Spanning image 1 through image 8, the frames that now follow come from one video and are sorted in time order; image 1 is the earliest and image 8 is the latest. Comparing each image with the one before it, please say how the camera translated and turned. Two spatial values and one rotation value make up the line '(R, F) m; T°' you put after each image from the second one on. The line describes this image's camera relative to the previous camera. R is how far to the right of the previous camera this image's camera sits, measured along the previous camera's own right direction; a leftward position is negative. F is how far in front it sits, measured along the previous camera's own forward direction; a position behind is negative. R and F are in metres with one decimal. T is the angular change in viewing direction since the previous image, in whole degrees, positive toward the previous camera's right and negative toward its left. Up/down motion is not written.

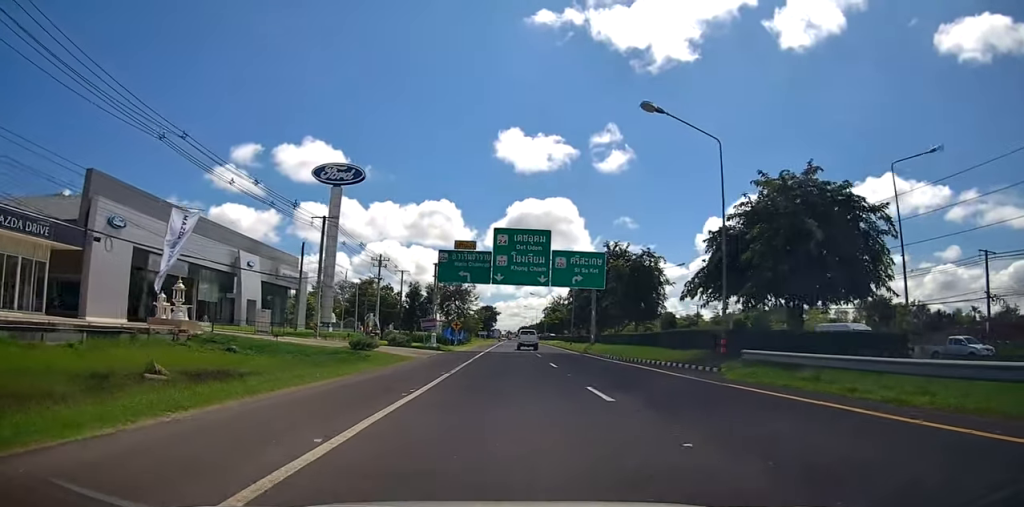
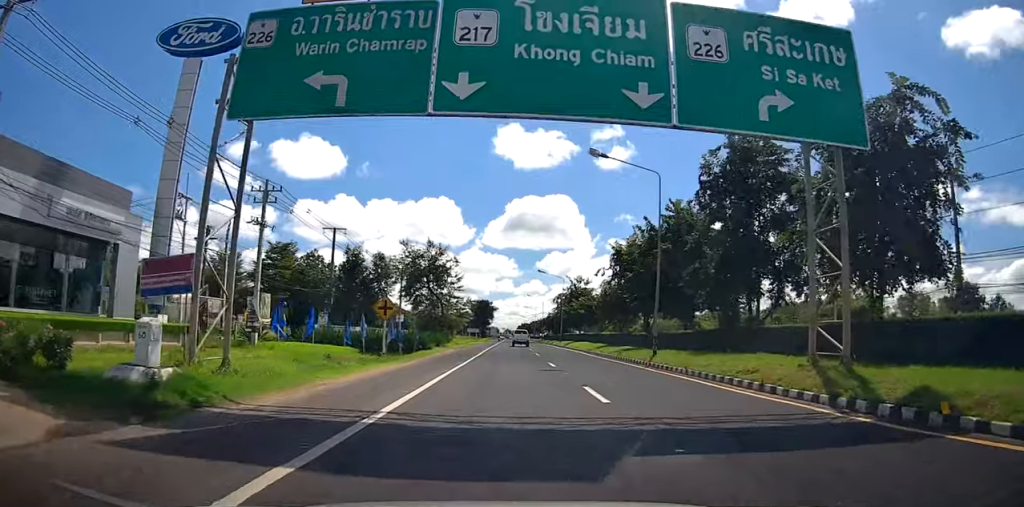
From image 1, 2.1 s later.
(+0.8, +37.2) m; +1°
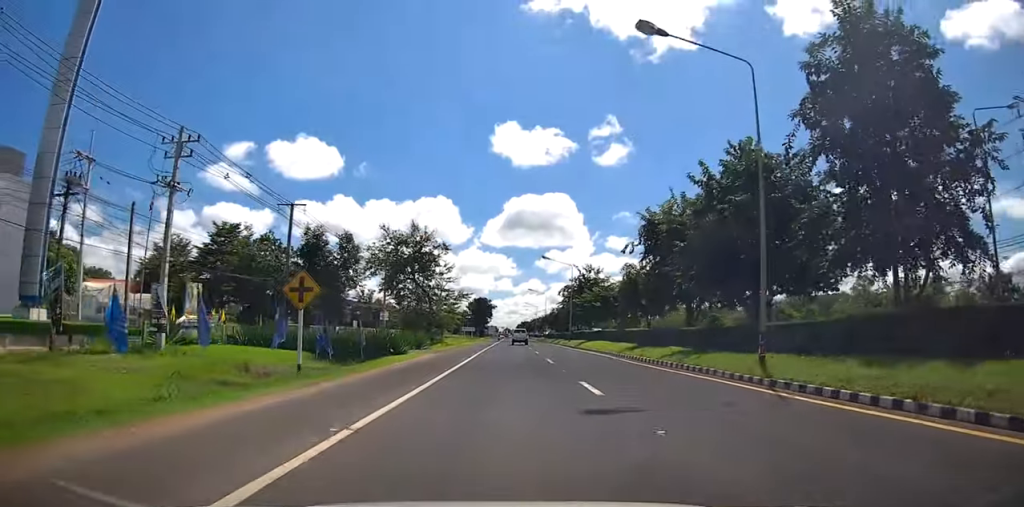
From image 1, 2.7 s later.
(0.0, +11.9) m; 0°
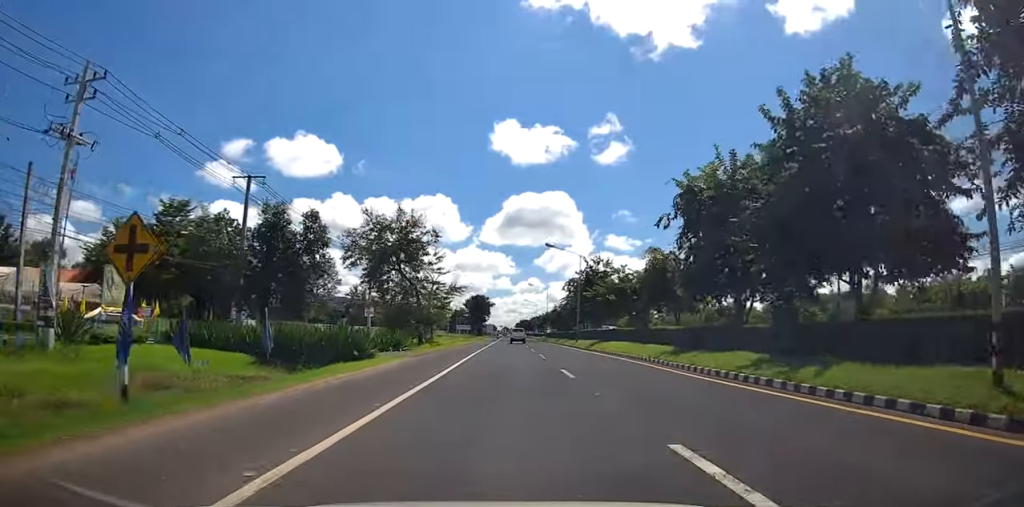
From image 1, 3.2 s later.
(0.0, +8.7) m; 0°
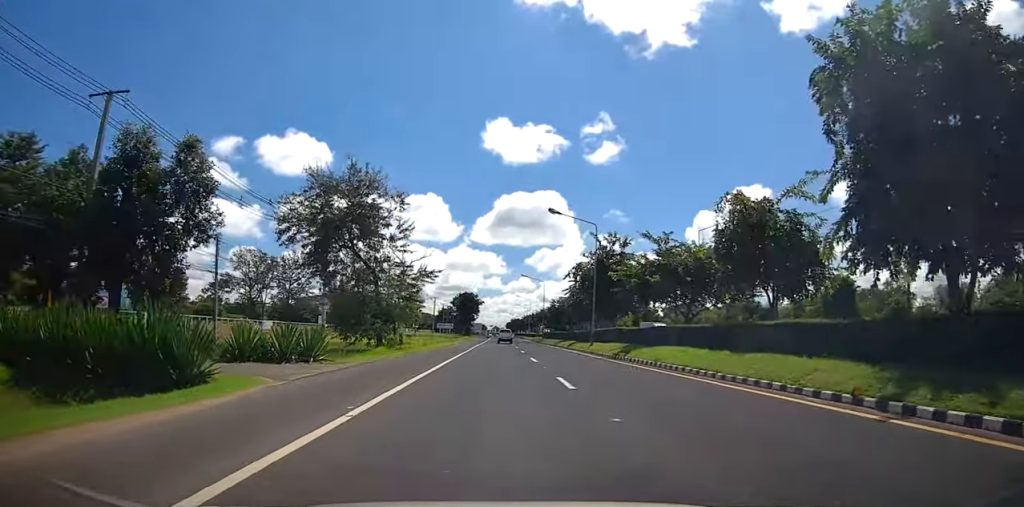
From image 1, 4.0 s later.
(0.0, +16.2) m; 0°
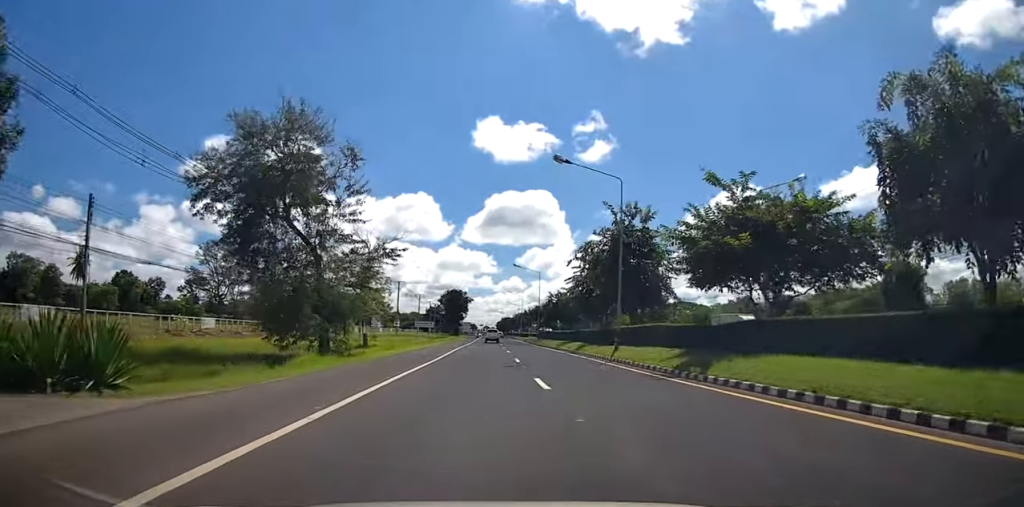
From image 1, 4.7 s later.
(0.0, +13.1) m; +1°
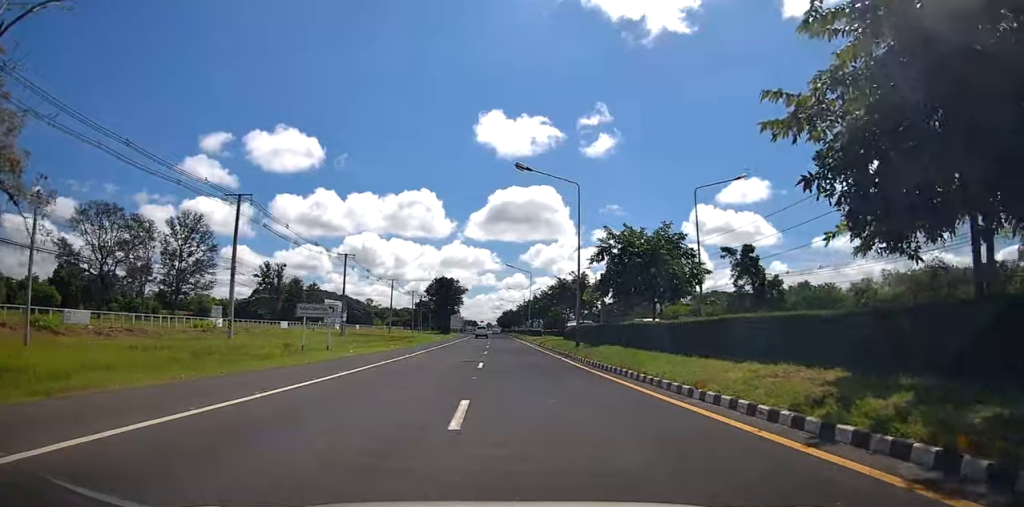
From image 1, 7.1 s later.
(+0.5, +44.3) m; +1°
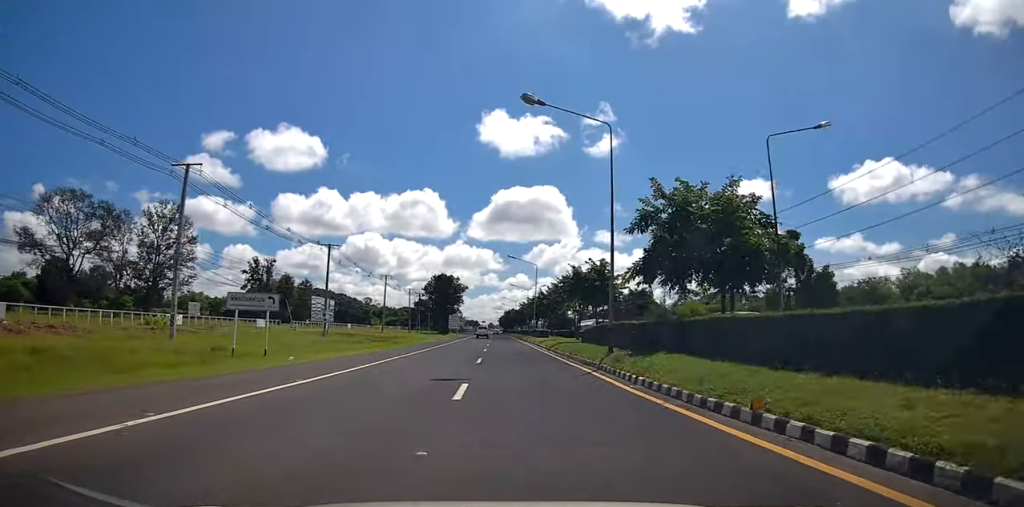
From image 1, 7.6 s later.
(0.0, +7.9) m; 0°
